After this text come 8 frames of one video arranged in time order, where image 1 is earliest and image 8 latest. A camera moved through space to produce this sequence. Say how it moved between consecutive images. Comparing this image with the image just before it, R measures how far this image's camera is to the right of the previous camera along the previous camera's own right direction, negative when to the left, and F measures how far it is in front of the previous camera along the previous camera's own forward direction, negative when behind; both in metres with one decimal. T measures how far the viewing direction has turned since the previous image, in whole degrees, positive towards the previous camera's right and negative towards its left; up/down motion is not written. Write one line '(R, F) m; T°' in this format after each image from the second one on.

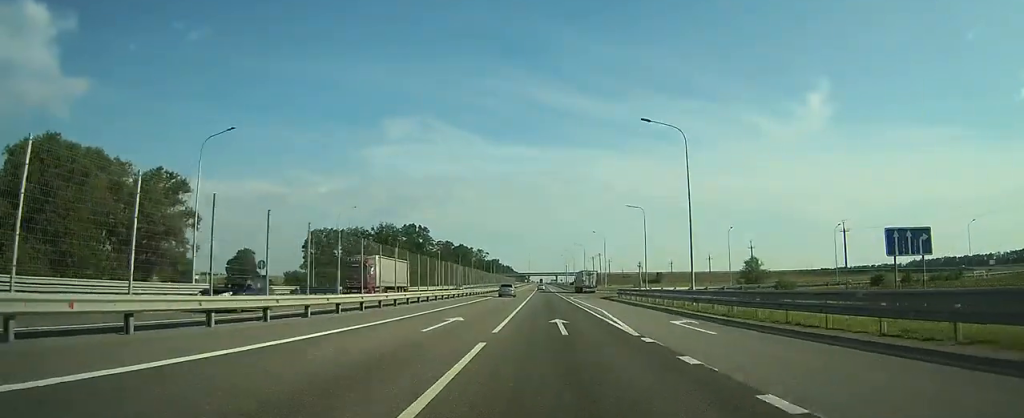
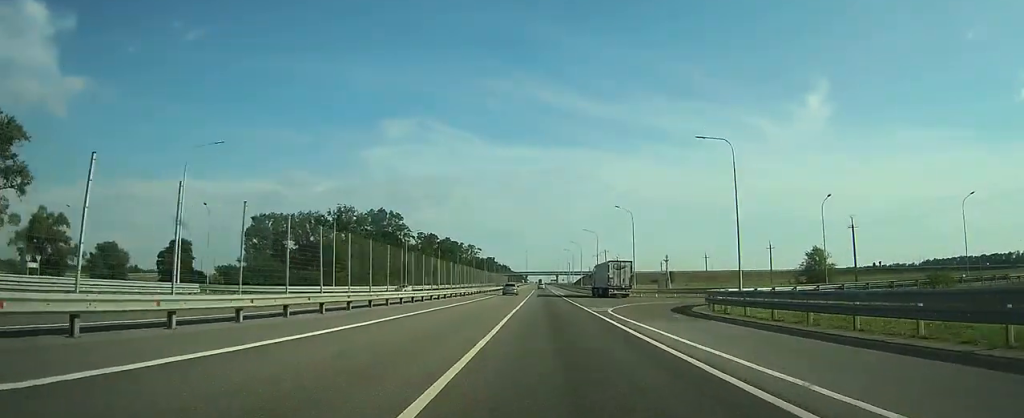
(+0.1, +37.4) m; 0°
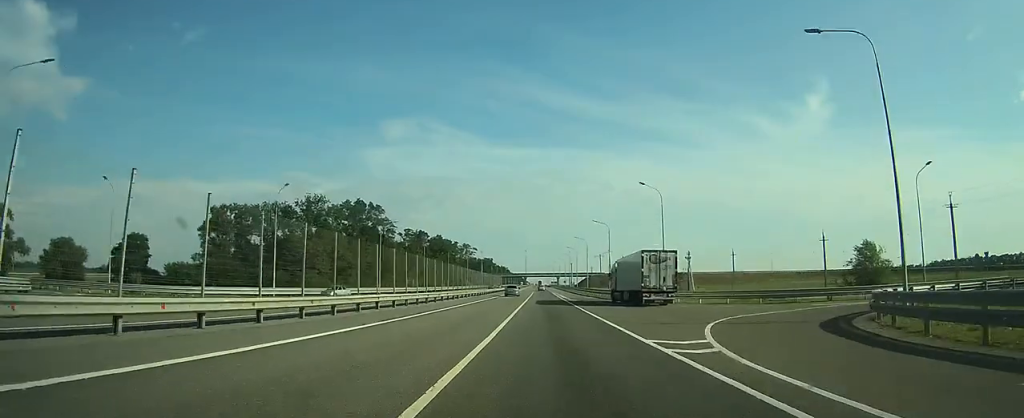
(0.0, +19.7) m; 0°
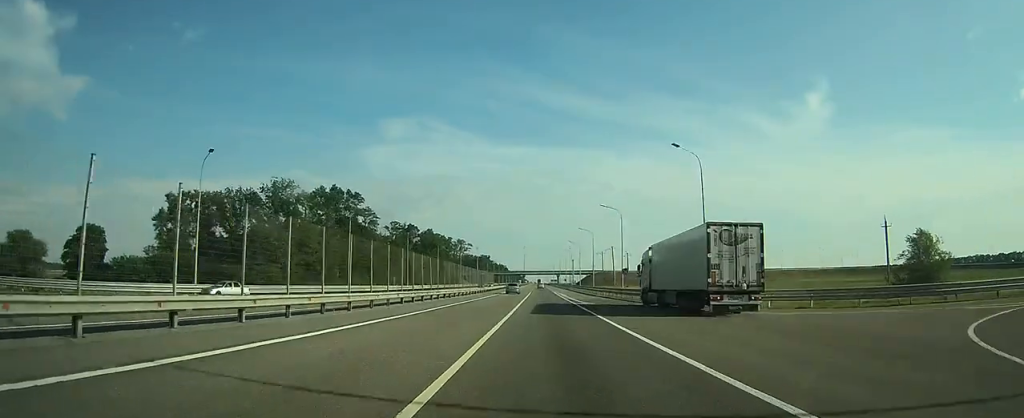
(0.0, +16.0) m; 0°
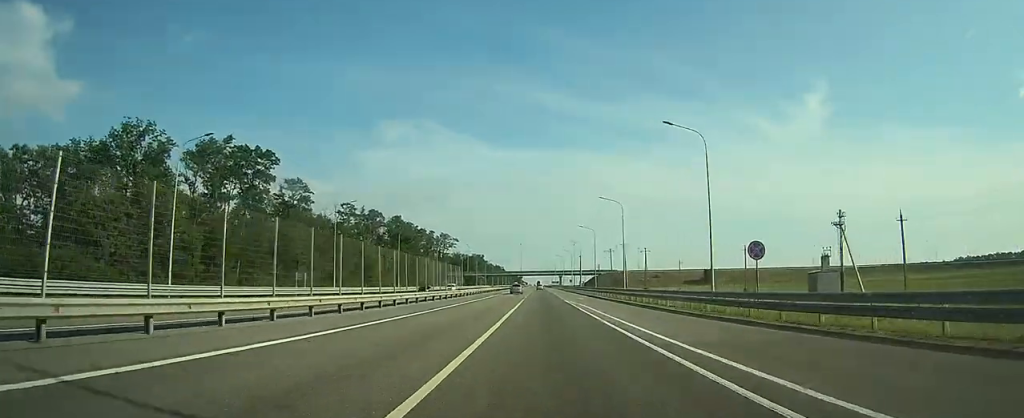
(0.0, +42.7) m; 0°
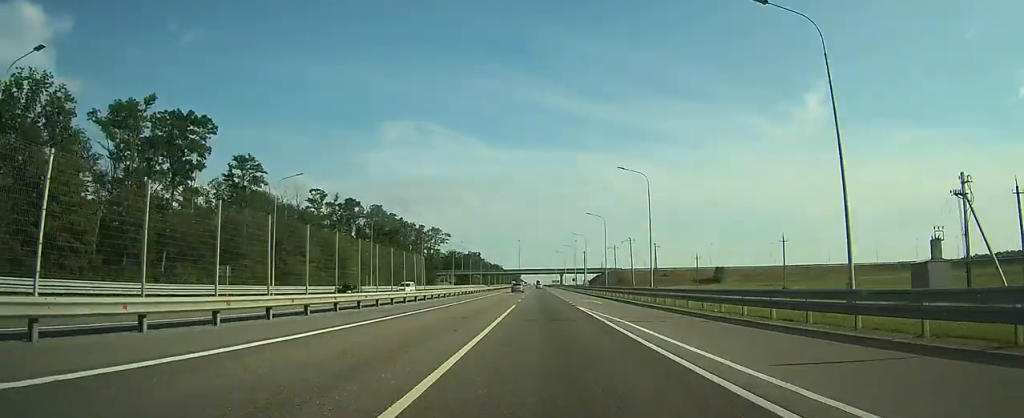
(-0.1, +18.2) m; 0°
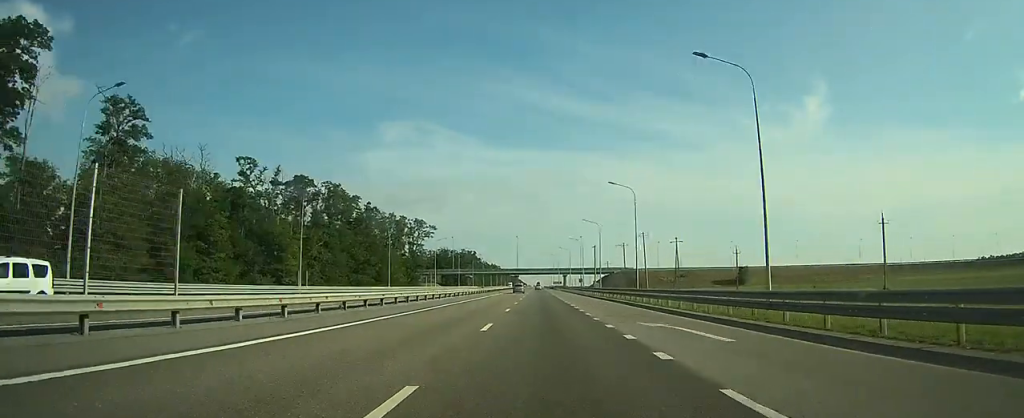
(0.0, +28.8) m; 0°
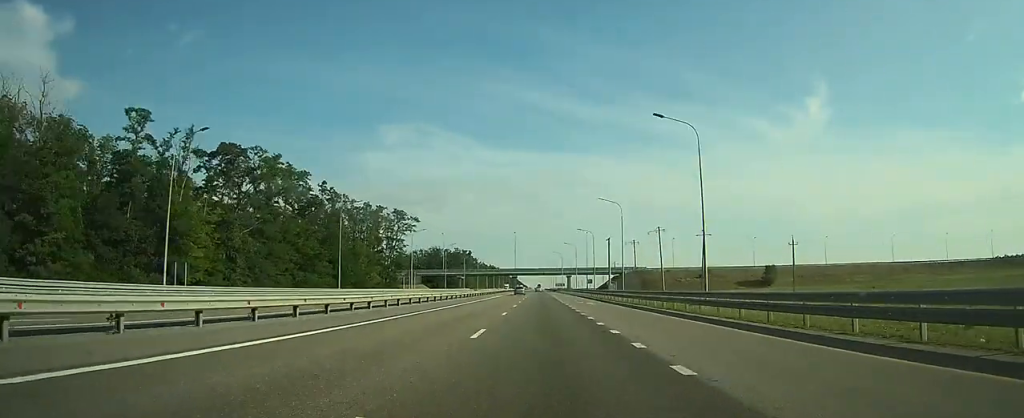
(+0.1, +25.9) m; 0°
